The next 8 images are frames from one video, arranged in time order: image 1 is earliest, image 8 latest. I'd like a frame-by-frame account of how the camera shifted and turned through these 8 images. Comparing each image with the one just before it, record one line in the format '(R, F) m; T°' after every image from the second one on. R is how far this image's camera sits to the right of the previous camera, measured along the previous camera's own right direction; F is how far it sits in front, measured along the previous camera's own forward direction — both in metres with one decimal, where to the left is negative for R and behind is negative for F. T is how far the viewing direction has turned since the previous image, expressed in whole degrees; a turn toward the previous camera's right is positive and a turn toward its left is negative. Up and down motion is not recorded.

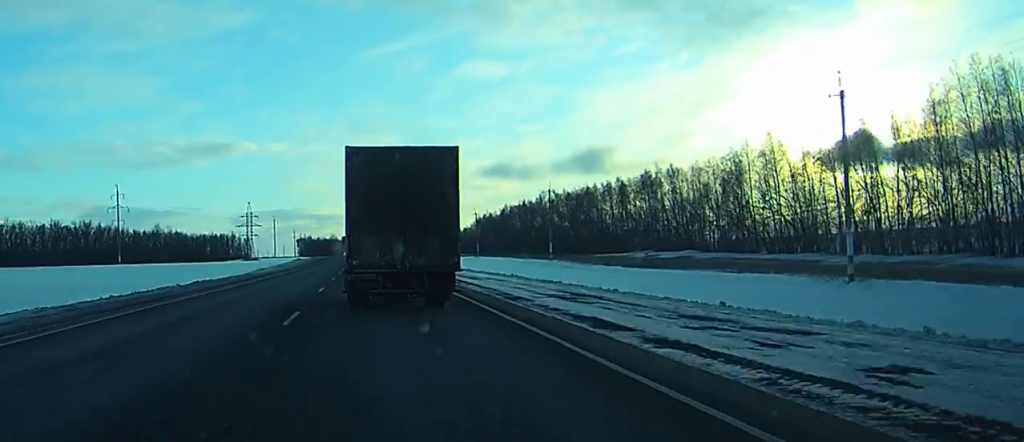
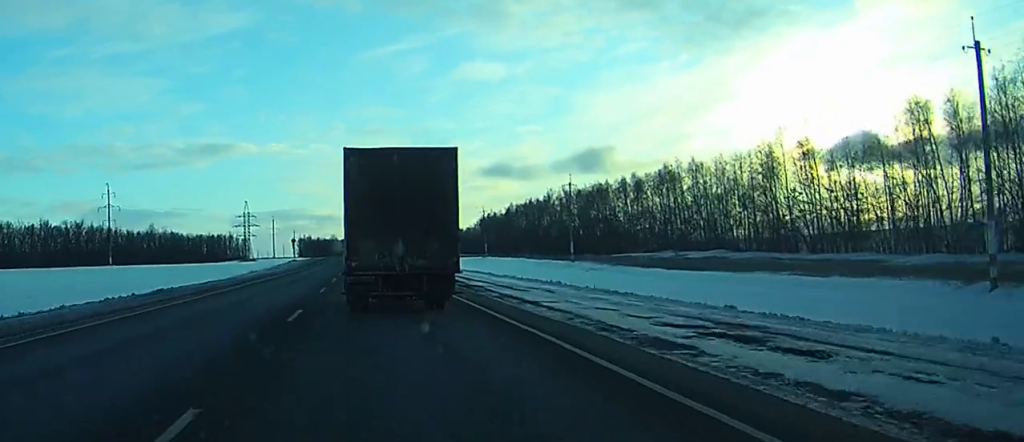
(0.0, +10.7) m; 0°
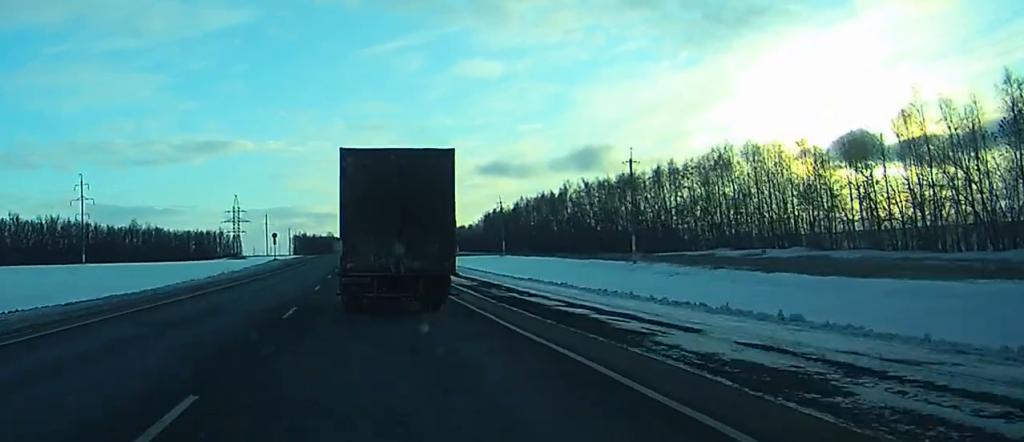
(+0.1, +23.5) m; +1°
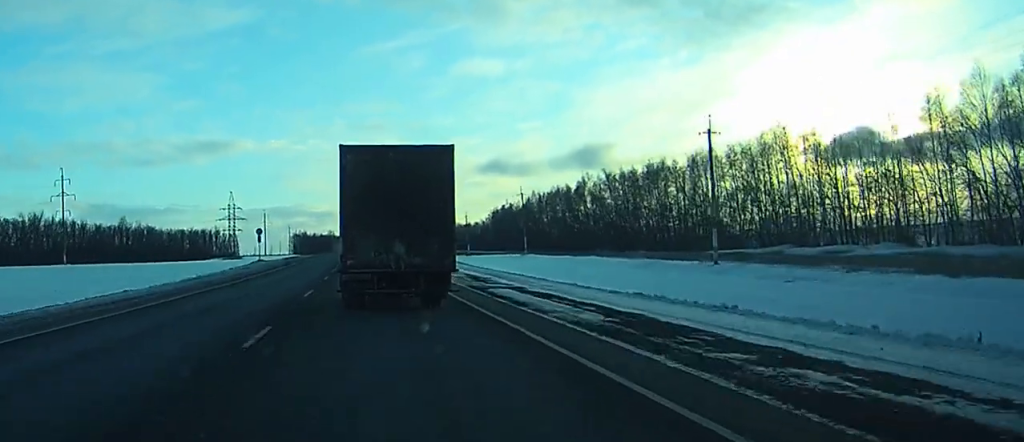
(+0.1, +17.3) m; 0°
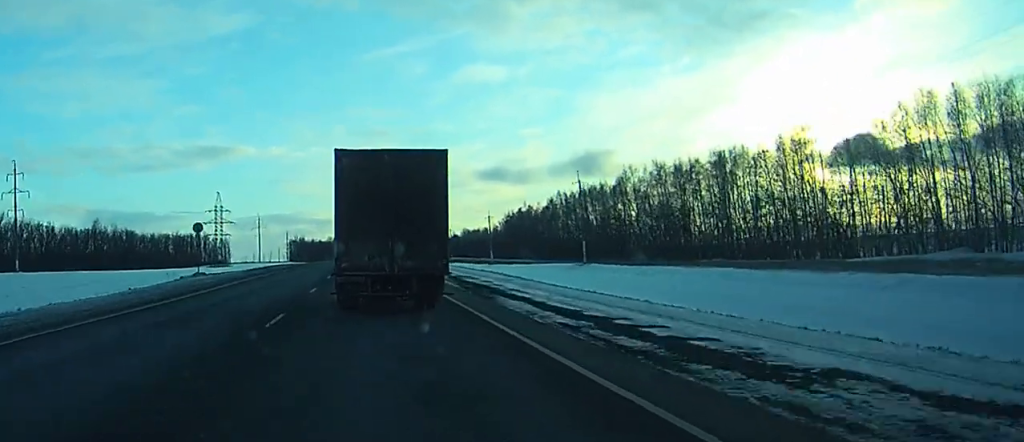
(0.0, +32.4) m; 0°
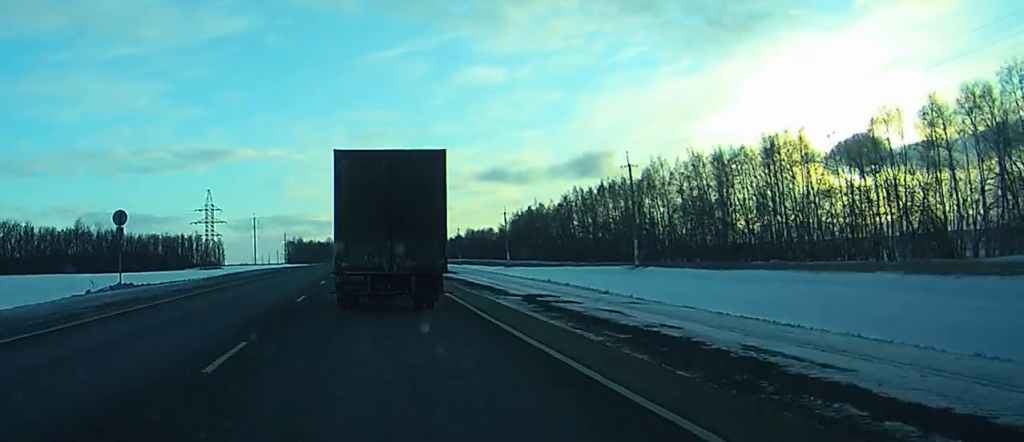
(0.0, +17.5) m; 0°
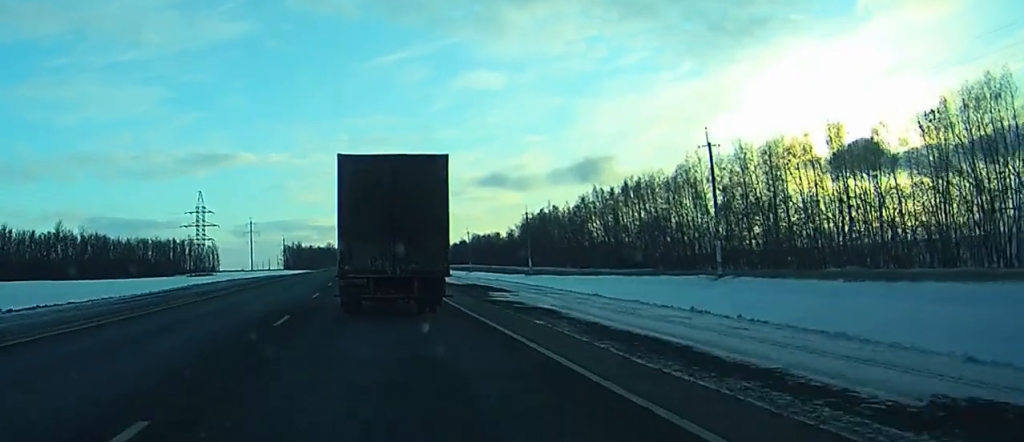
(0.0, +17.3) m; 0°
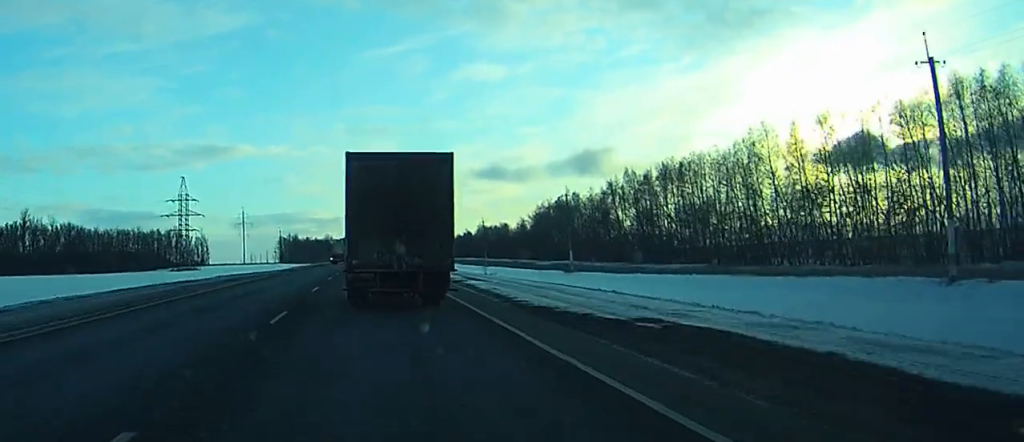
(+0.1, +24.4) m; 0°
